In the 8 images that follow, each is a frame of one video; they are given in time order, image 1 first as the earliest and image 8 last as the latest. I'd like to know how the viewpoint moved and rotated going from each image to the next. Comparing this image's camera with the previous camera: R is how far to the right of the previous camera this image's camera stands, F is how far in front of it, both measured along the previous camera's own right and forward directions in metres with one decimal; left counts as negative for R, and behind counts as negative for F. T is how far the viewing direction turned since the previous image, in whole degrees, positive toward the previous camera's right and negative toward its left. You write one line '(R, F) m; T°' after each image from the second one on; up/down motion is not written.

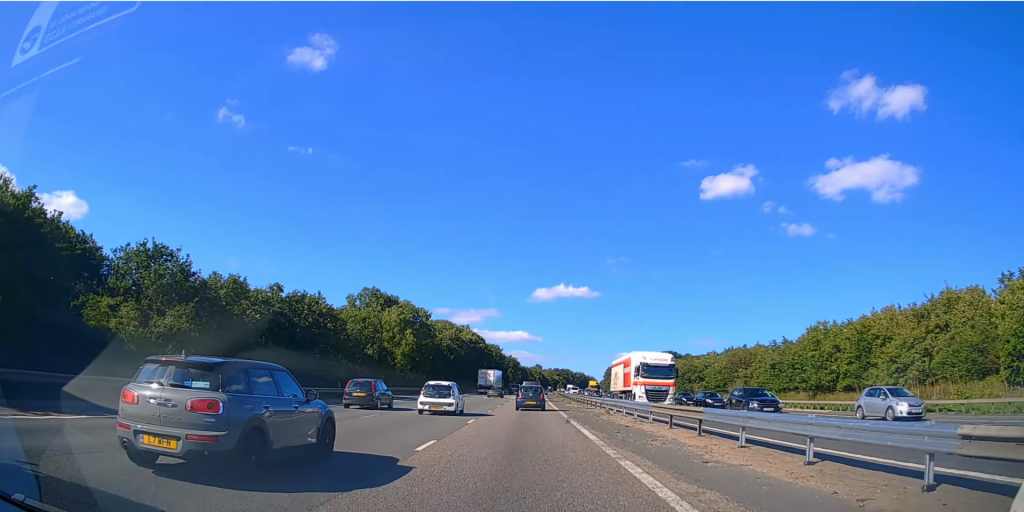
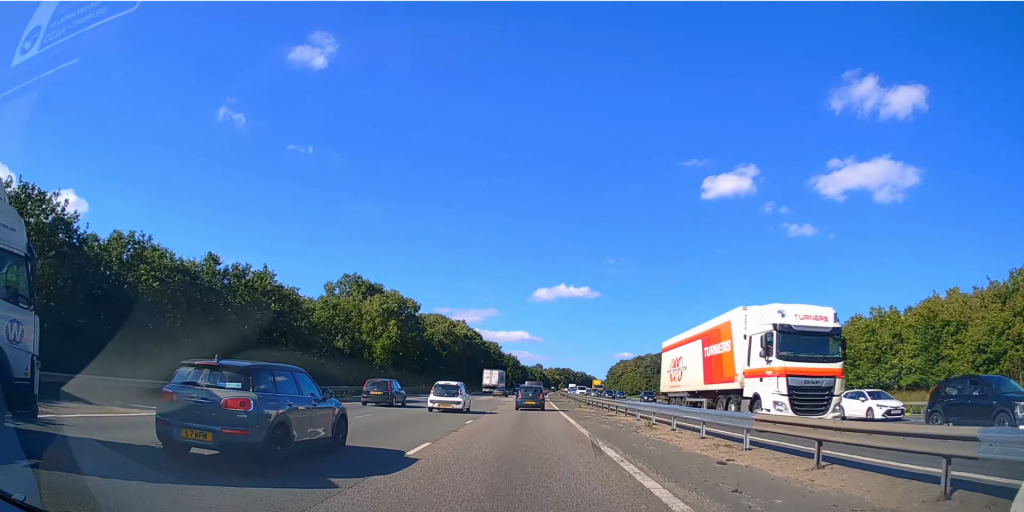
(0.0, +9.6) m; 0°
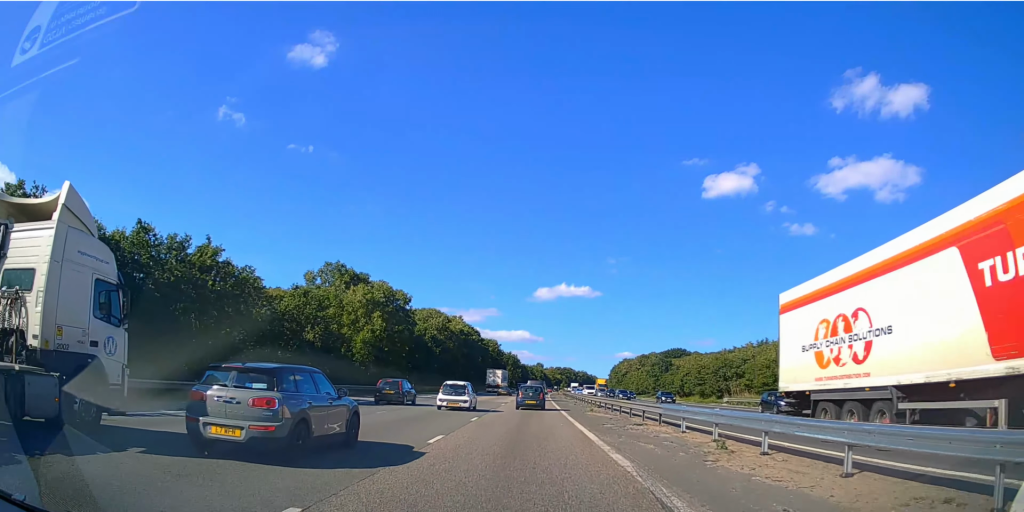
(0.0, +7.3) m; 0°
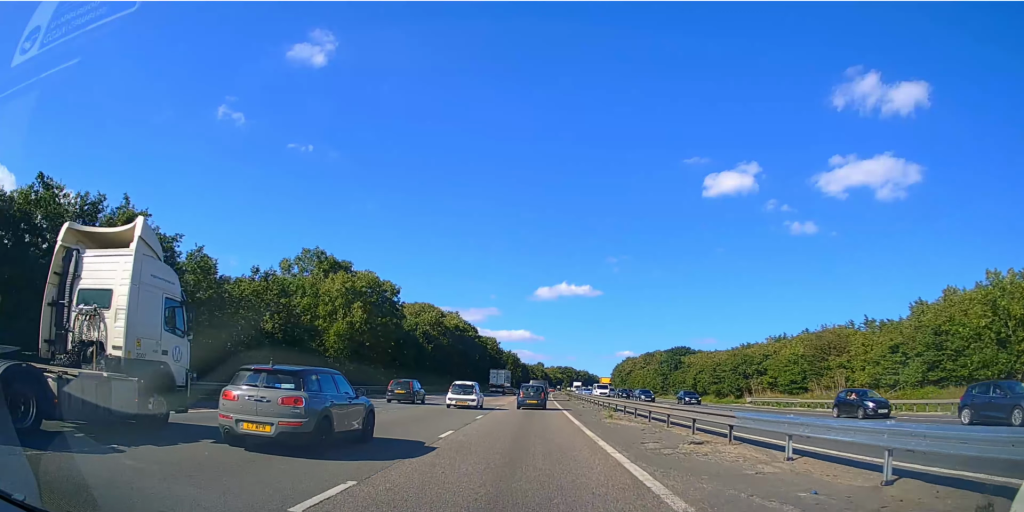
(-0.1, +7.4) m; 0°
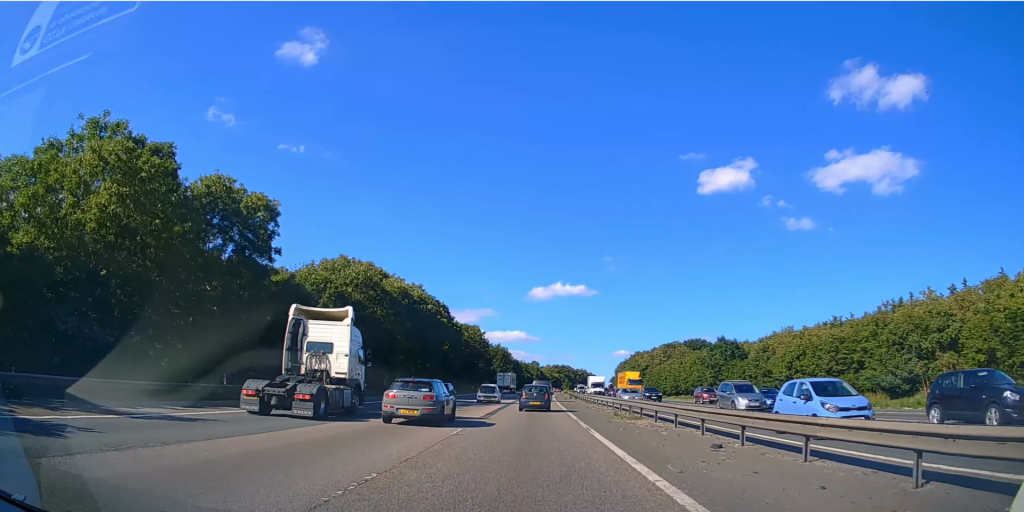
(+0.1, +36.3) m; +1°
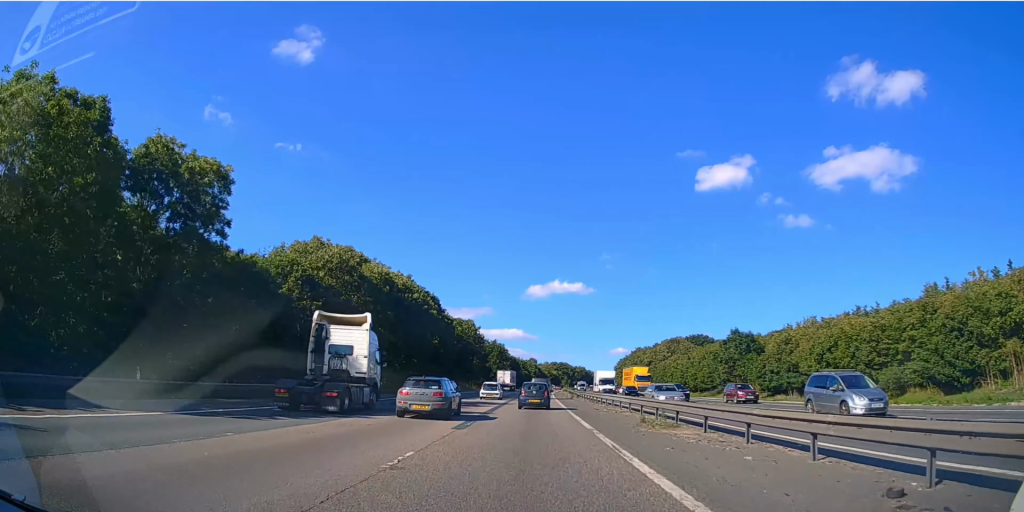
(0.0, +6.8) m; 0°
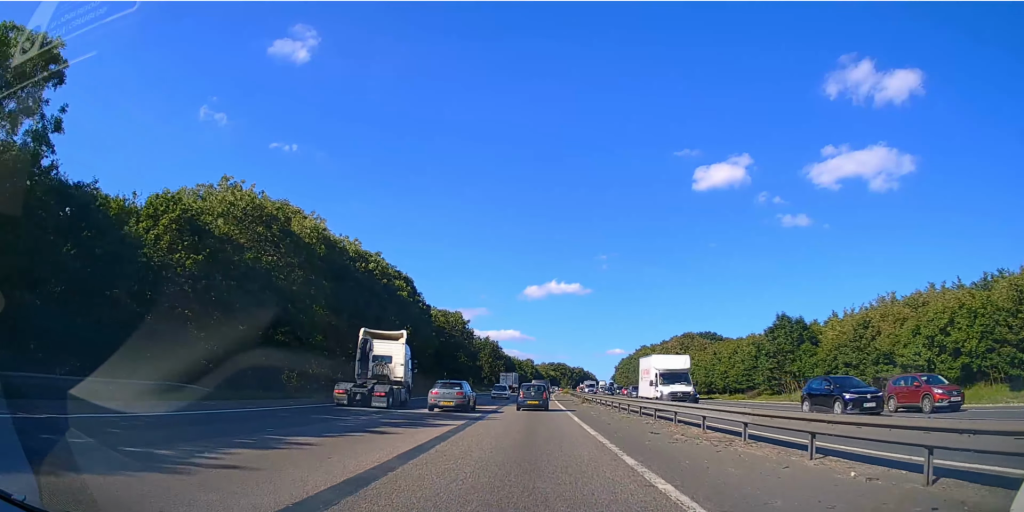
(0.0, +16.3) m; 0°
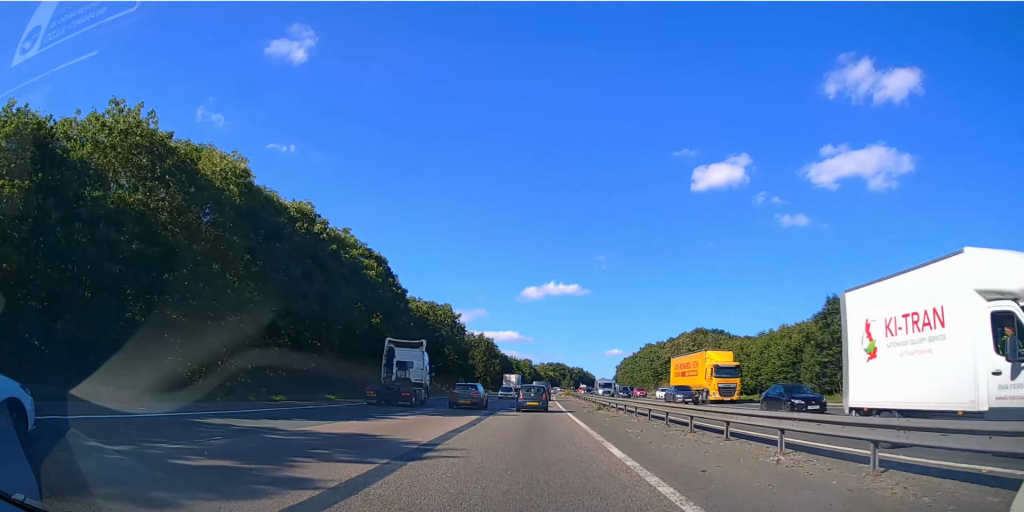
(+0.1, +11.3) m; 0°
